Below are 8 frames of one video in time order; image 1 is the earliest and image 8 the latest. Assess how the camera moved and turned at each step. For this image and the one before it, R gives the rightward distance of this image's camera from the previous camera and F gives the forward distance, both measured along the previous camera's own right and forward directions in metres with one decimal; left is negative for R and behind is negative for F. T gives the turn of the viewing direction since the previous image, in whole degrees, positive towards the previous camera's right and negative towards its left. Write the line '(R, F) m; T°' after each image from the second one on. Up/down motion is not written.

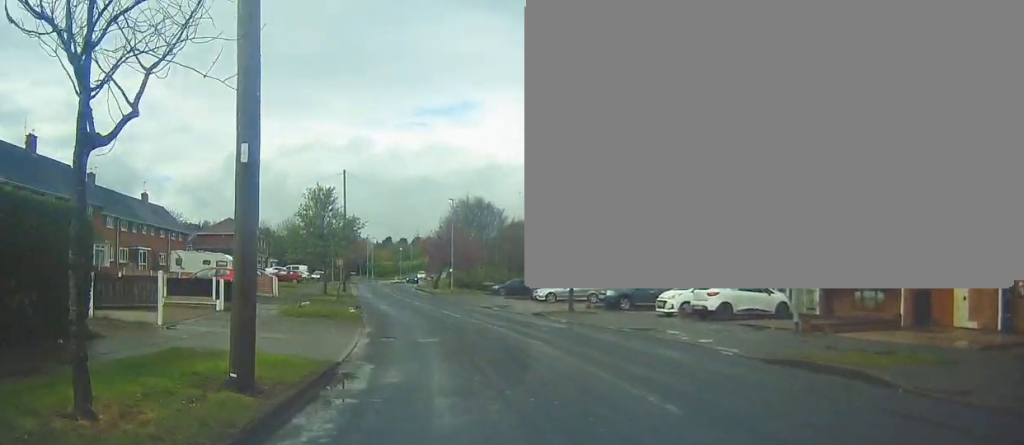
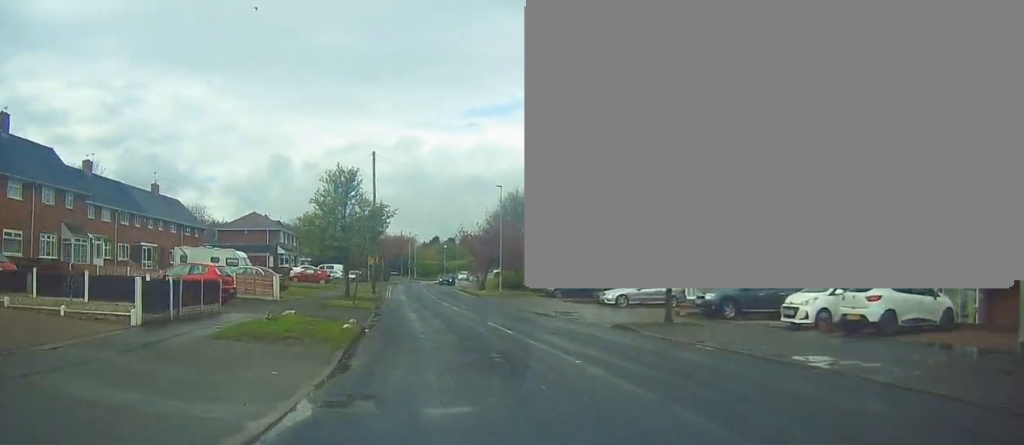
(-0.3, +7.7) m; -5°
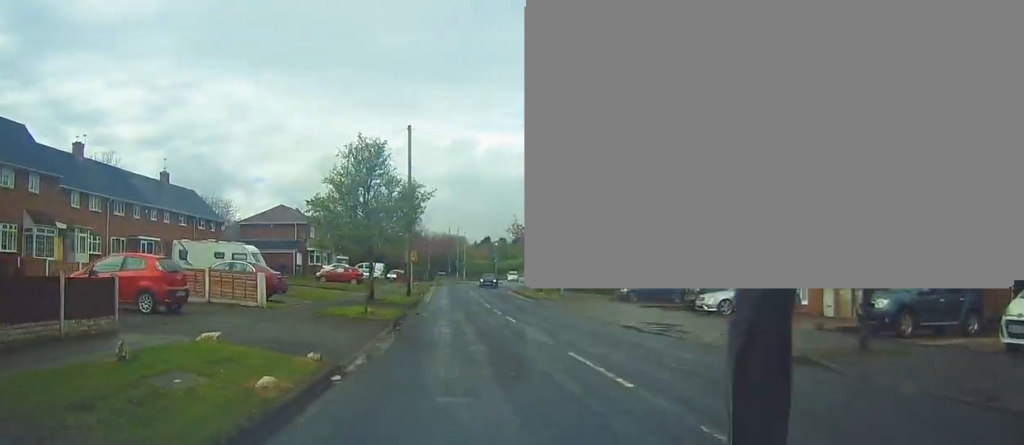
(-0.4, +8.1) m; -5°
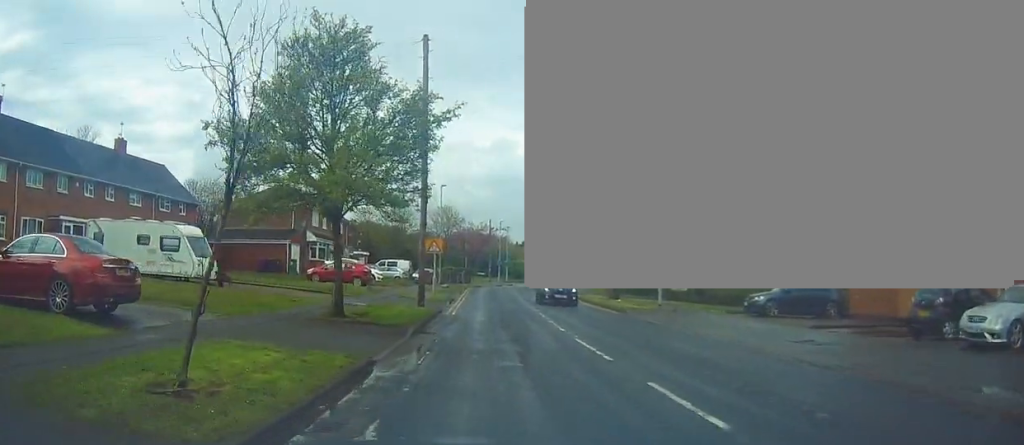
(-0.7, +14.8) m; -4°
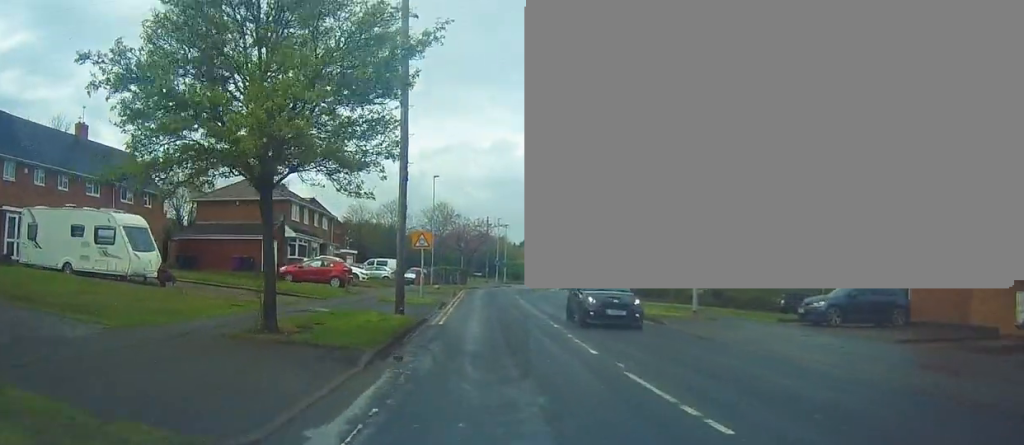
(-0.1, +5.2) m; -1°
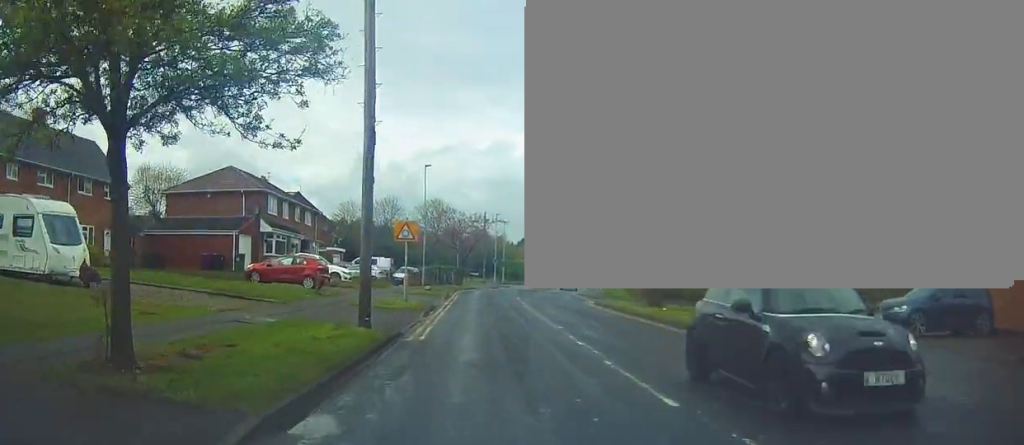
(0.0, +4.9) m; +1°
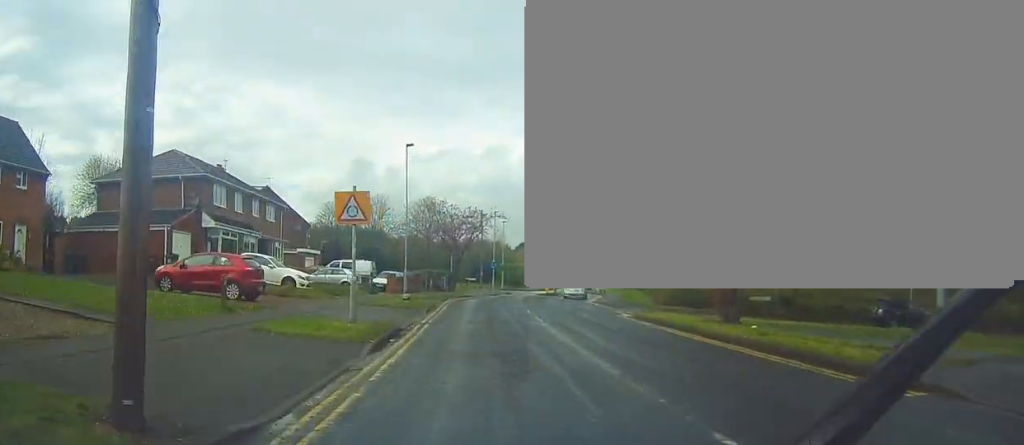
(+0.2, +9.0) m; +2°
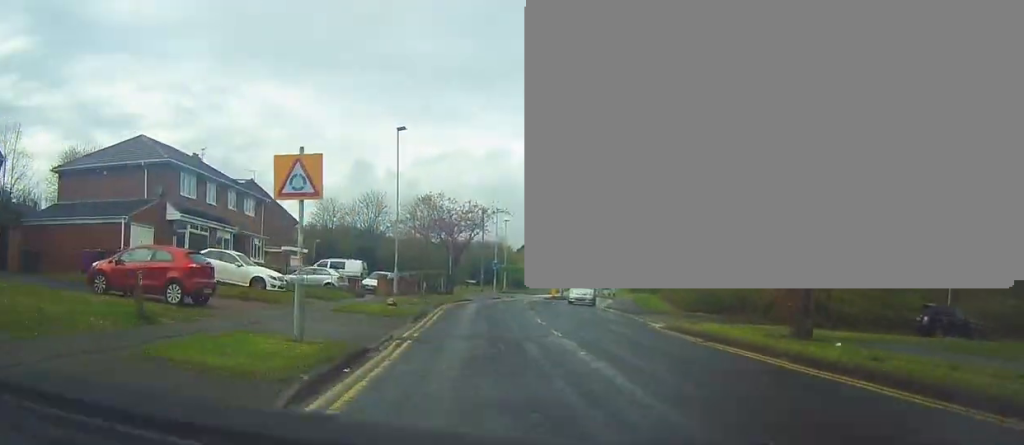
(+0.2, +4.4) m; 0°
